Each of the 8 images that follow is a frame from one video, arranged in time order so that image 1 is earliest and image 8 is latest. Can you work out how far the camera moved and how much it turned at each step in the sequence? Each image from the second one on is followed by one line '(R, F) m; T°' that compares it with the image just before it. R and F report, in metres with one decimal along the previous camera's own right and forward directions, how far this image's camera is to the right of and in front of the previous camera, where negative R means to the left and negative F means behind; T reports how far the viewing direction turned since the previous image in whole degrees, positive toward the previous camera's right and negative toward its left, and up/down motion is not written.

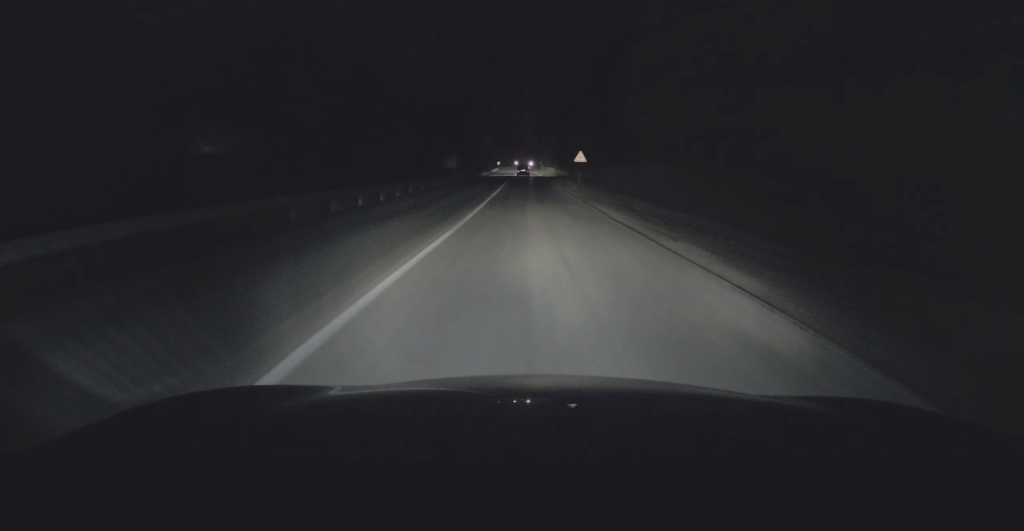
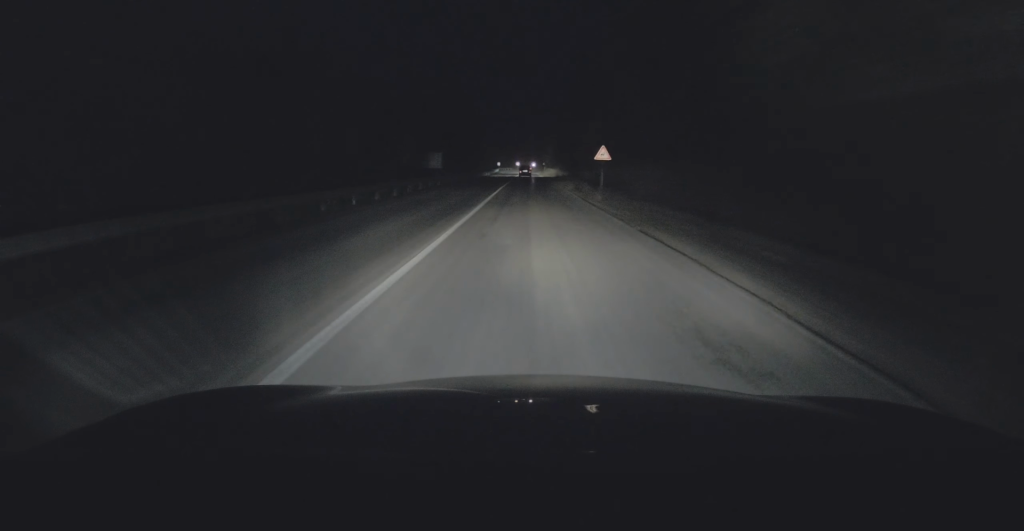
(0.0, +11.9) m; +1°
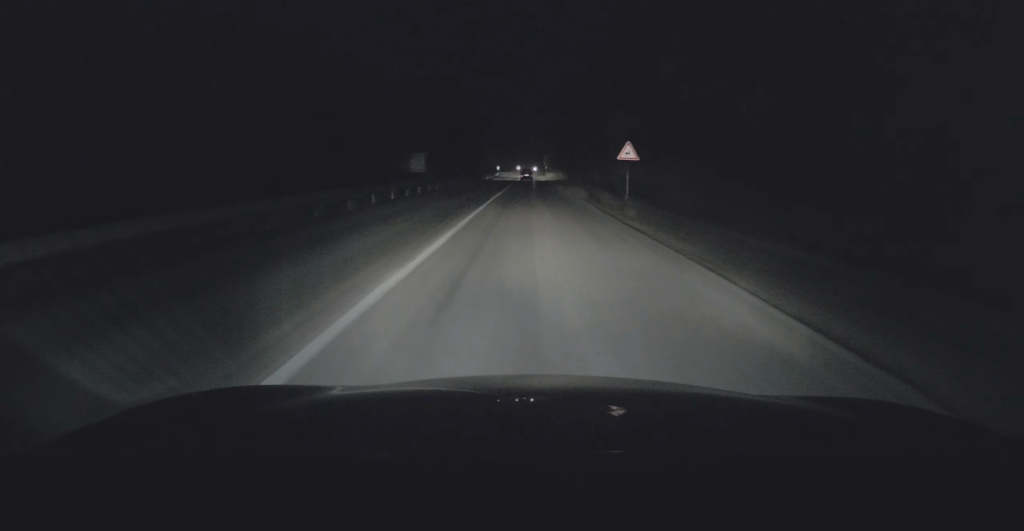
(+0.1, +8.4) m; 0°
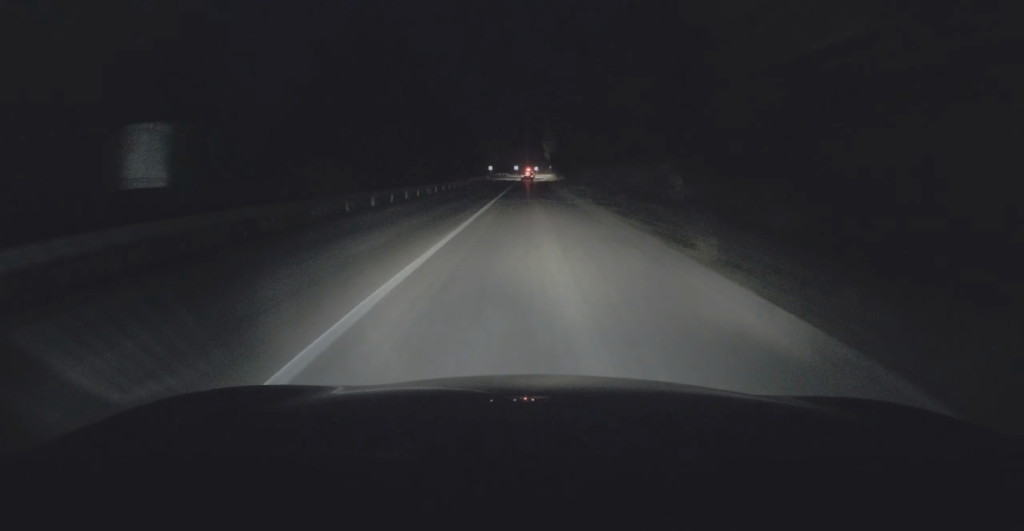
(-0.3, +30.4) m; -1°
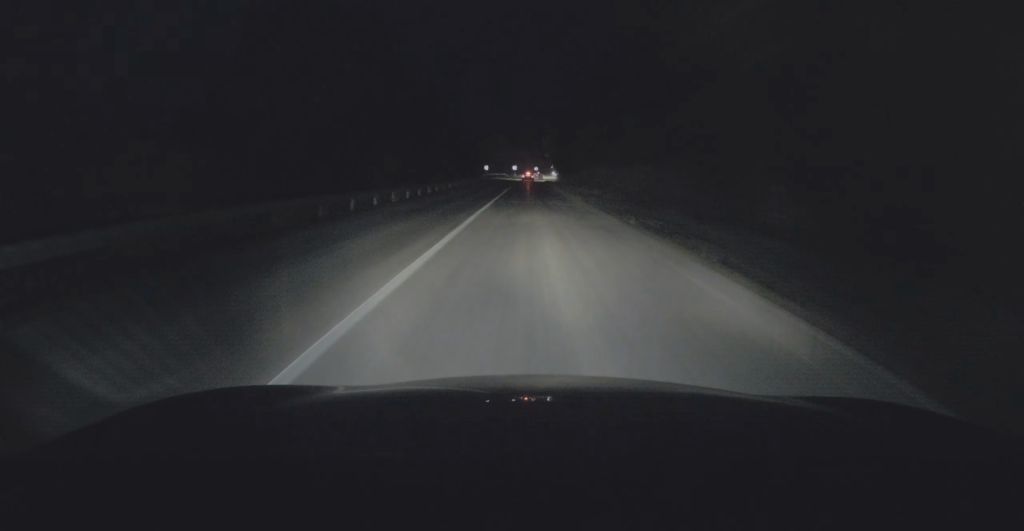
(+0.1, +11.3) m; 0°
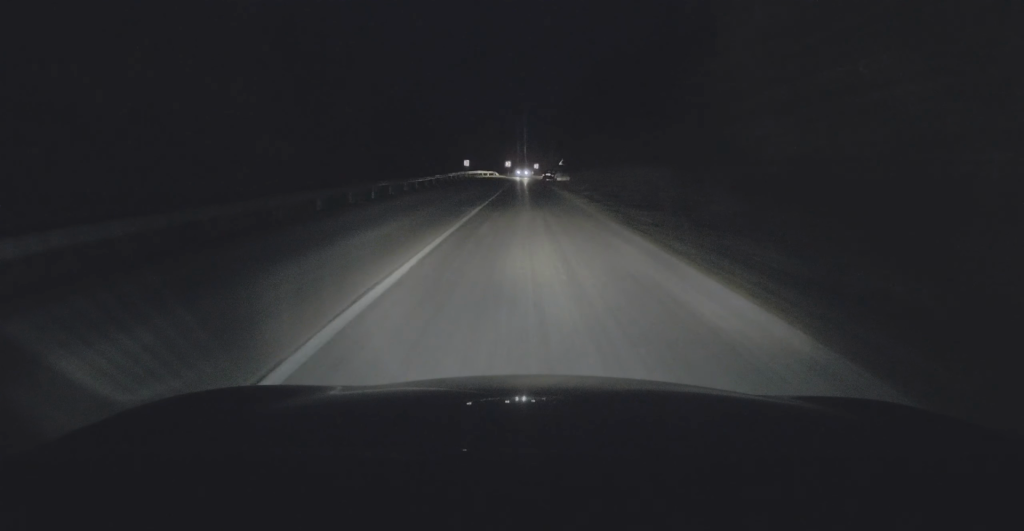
(+0.4, +33.2) m; +1°
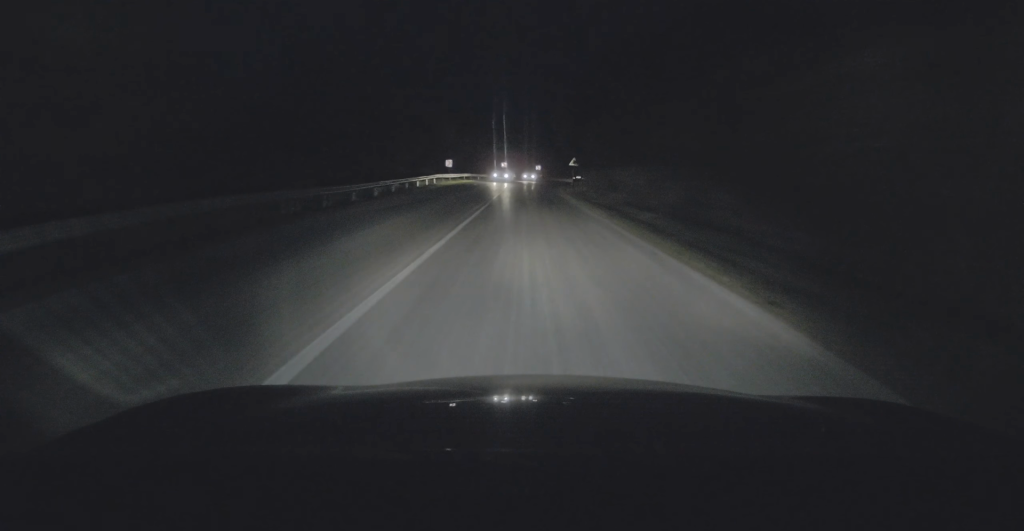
(+0.2, +18.3) m; 0°
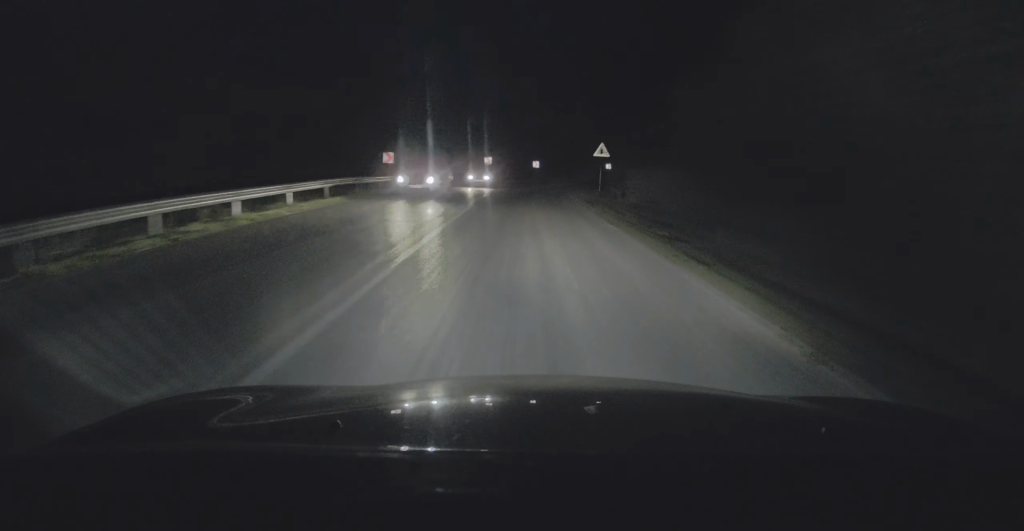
(-0.3, +25.9) m; -1°
